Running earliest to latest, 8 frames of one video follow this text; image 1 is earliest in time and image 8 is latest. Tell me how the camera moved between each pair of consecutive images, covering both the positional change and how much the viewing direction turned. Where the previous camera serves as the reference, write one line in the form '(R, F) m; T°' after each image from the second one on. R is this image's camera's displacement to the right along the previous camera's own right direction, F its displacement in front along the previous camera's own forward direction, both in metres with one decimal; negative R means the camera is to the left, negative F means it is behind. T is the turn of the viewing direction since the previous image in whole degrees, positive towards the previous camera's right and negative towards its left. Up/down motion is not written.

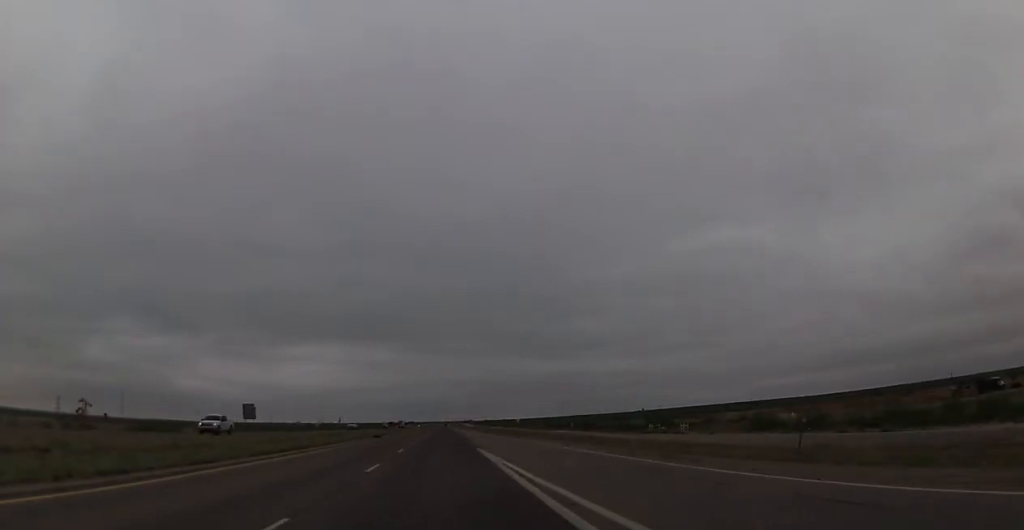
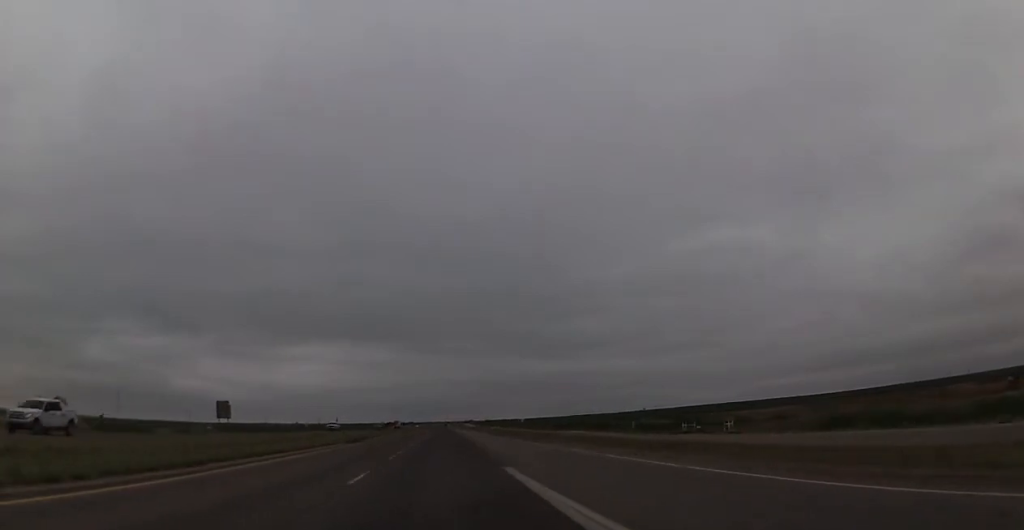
(-0.1, +15.8) m; 0°
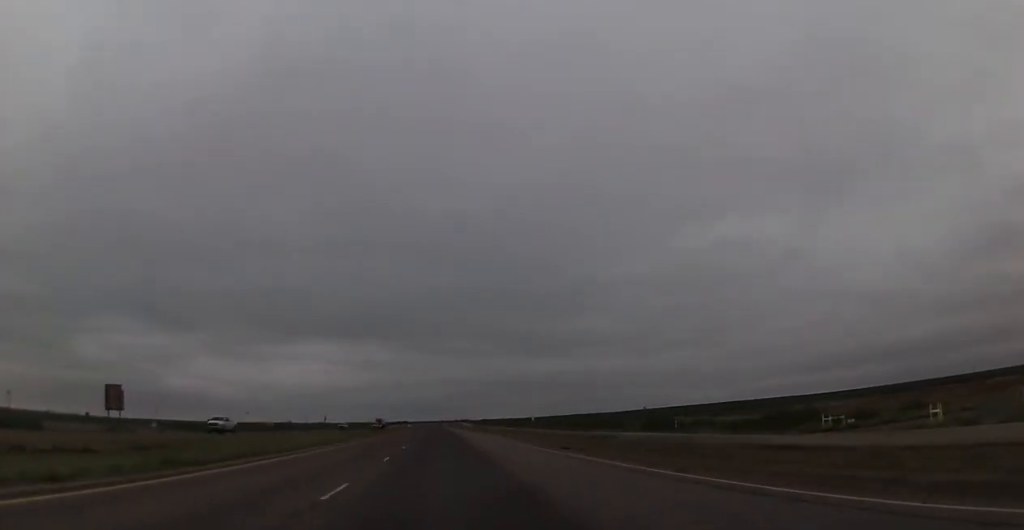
(+0.3, +38.9) m; 0°
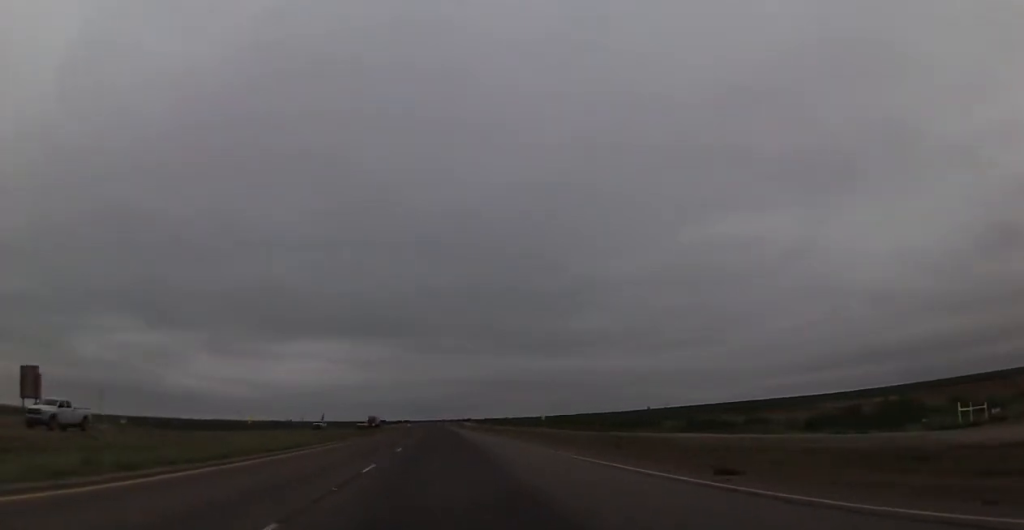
(-0.3, +18.3) m; 0°
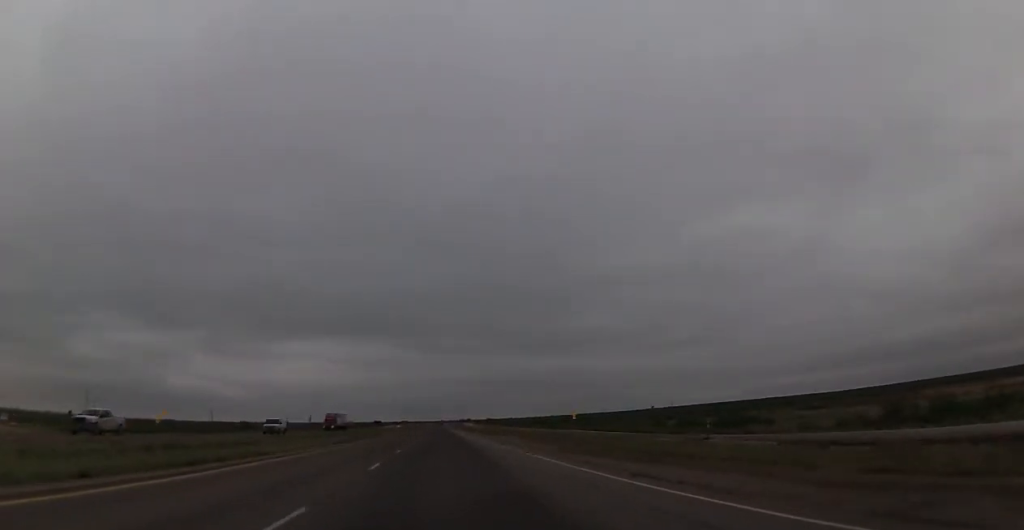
(+0.3, +46.3) m; 0°
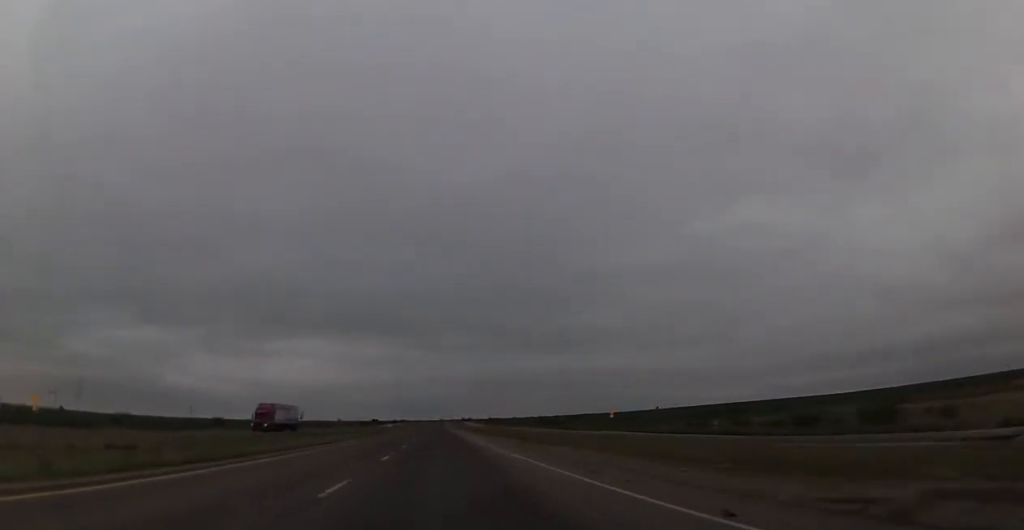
(-0.4, +31.8) m; 0°
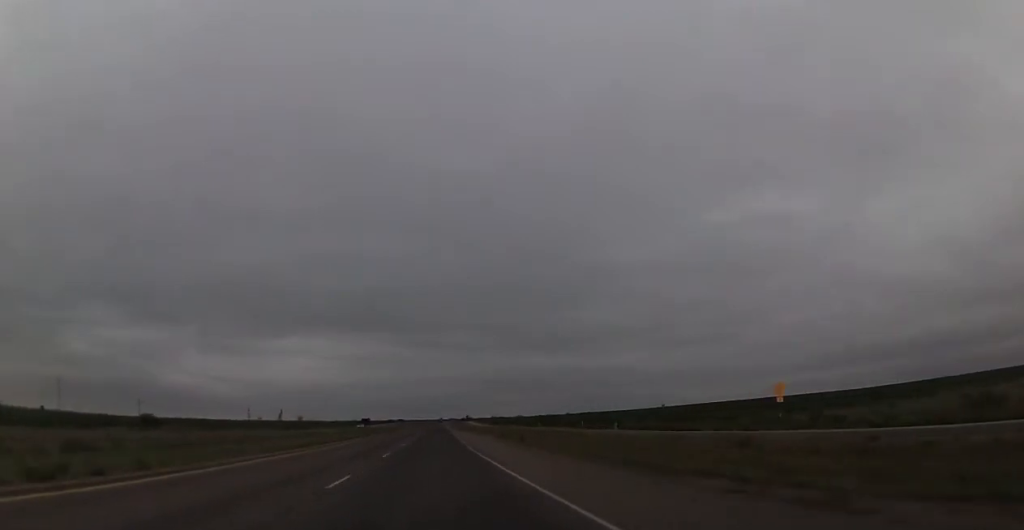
(+0.2, +58.7) m; 0°
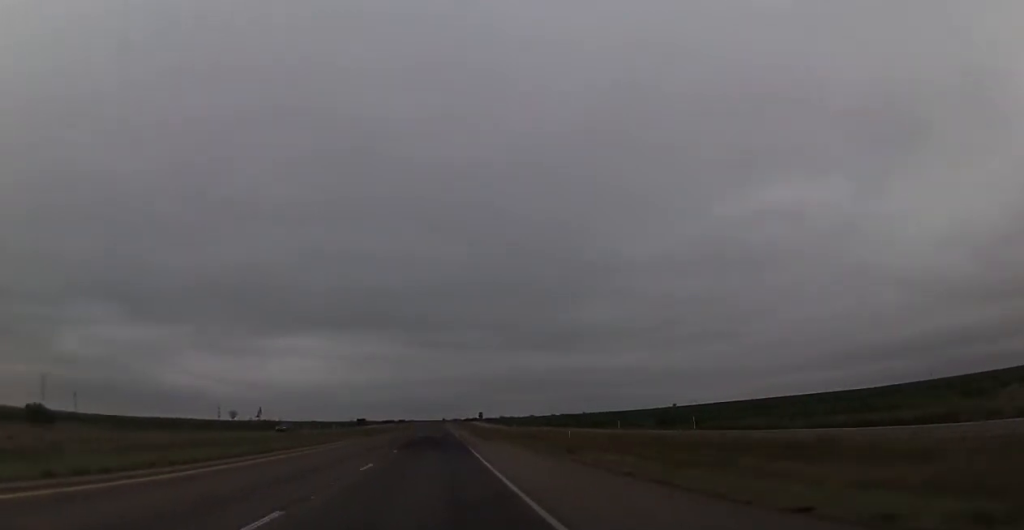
(+0.2, +55.0) m; +1°
